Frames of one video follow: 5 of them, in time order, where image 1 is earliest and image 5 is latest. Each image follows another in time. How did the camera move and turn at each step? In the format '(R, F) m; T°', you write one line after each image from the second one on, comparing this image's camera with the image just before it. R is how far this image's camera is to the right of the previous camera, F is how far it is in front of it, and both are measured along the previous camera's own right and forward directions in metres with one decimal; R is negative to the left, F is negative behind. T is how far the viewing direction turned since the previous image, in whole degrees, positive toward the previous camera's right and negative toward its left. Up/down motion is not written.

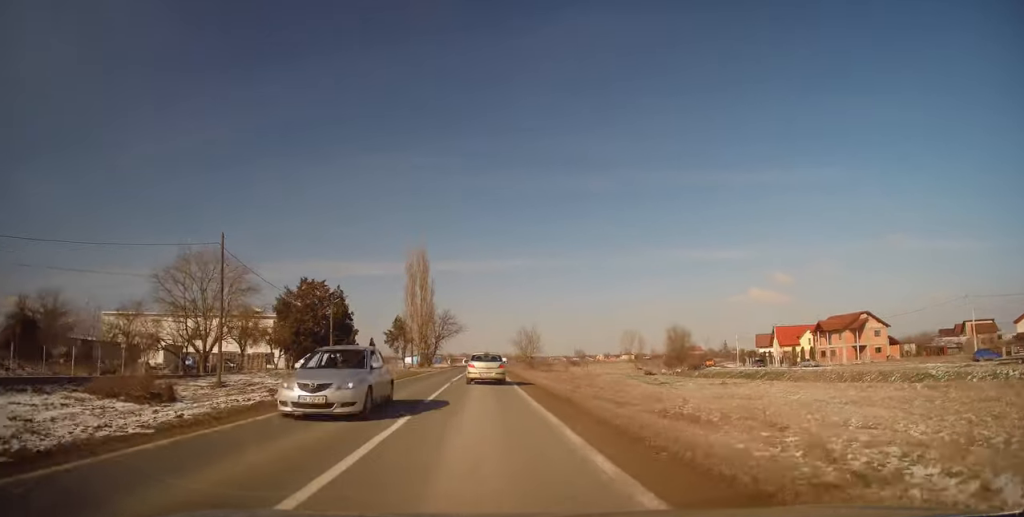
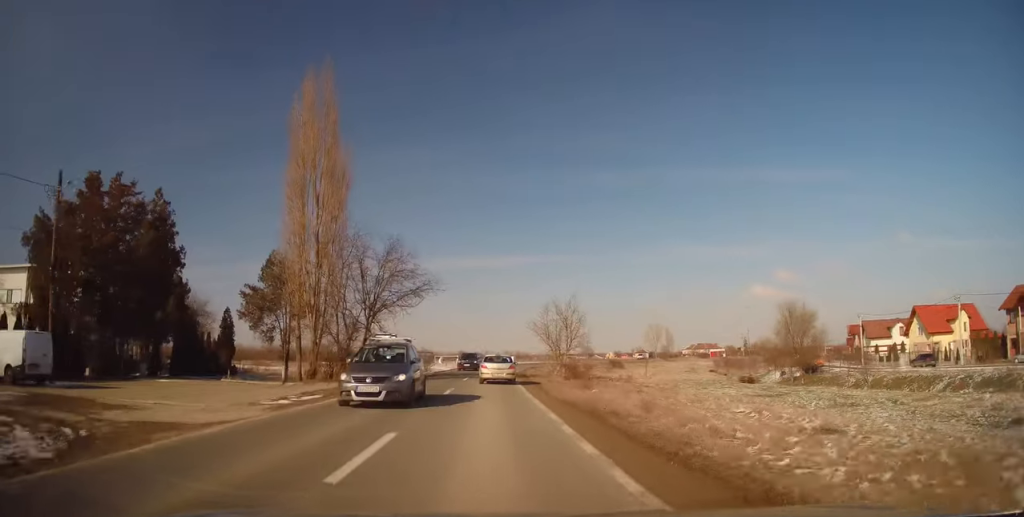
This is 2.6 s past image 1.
(0.0, +45.1) m; 0°
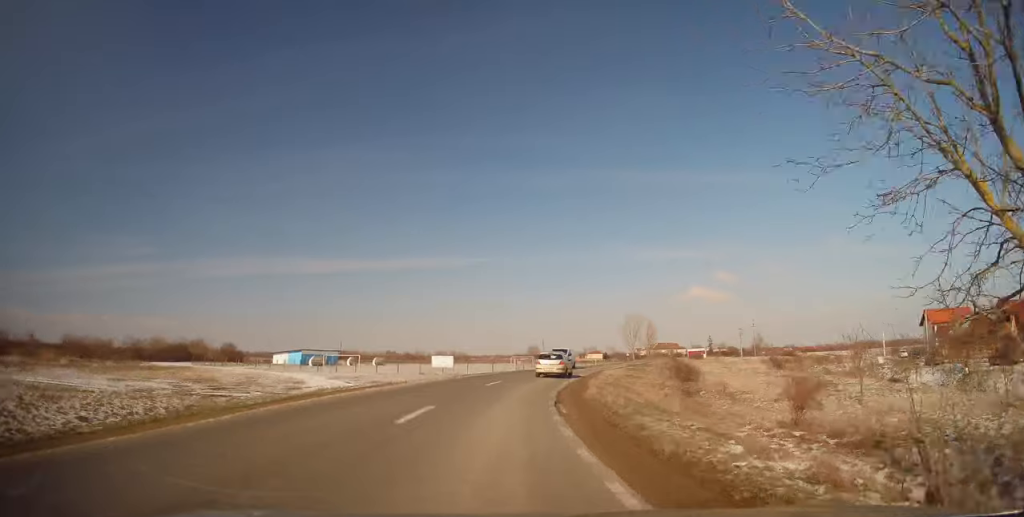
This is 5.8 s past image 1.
(+1.4, +55.3) m; +6°
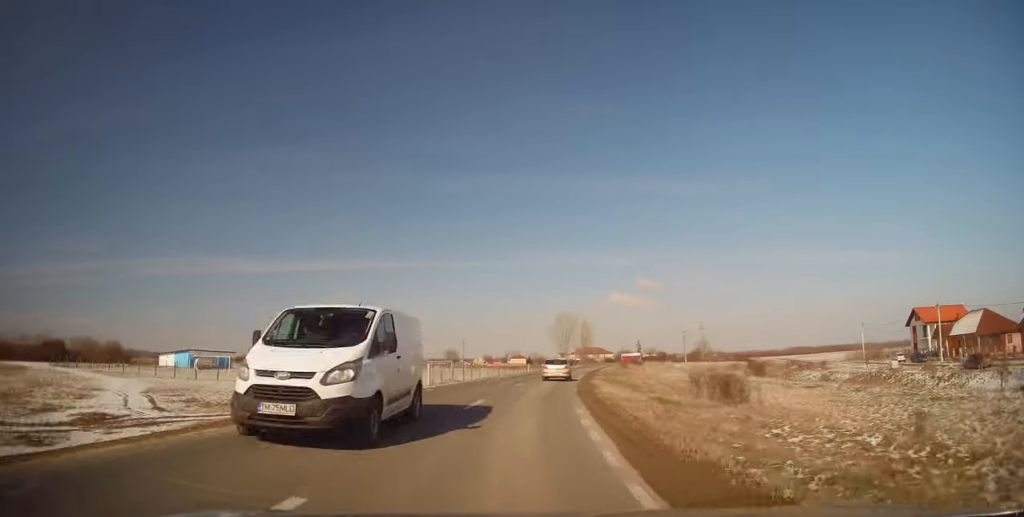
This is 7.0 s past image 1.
(+1.4, +20.5) m; +9°
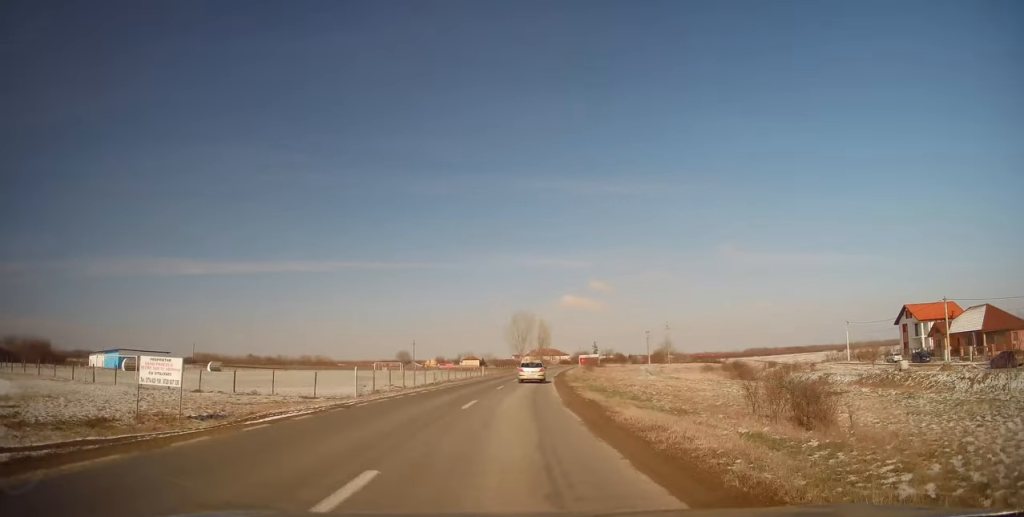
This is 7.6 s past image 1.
(+0.4, +10.3) m; +4°
